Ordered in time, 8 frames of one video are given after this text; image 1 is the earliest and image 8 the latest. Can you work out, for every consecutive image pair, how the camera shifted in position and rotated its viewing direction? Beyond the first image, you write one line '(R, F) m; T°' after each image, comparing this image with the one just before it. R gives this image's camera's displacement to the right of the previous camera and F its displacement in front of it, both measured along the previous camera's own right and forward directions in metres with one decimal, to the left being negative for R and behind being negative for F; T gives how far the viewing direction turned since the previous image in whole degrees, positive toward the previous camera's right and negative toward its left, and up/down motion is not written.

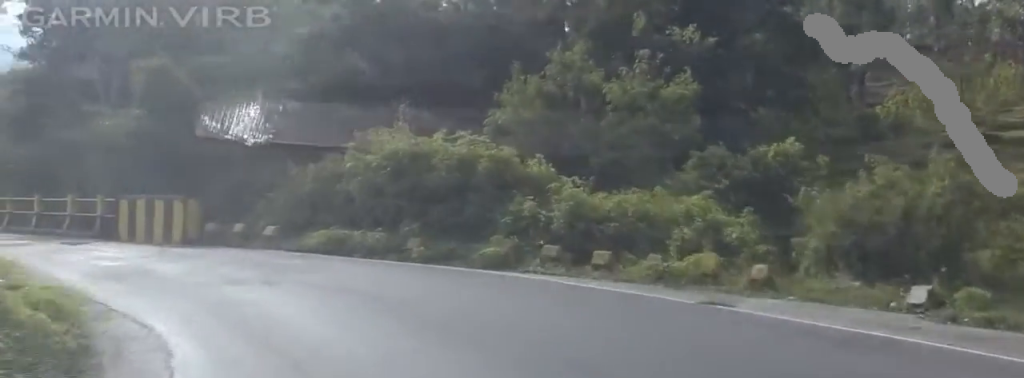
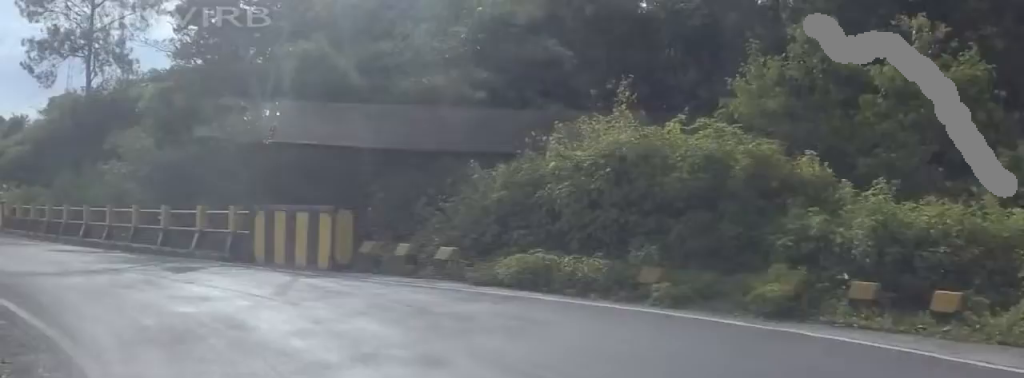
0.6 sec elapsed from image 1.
(-0.1, +6.6) m; -10°
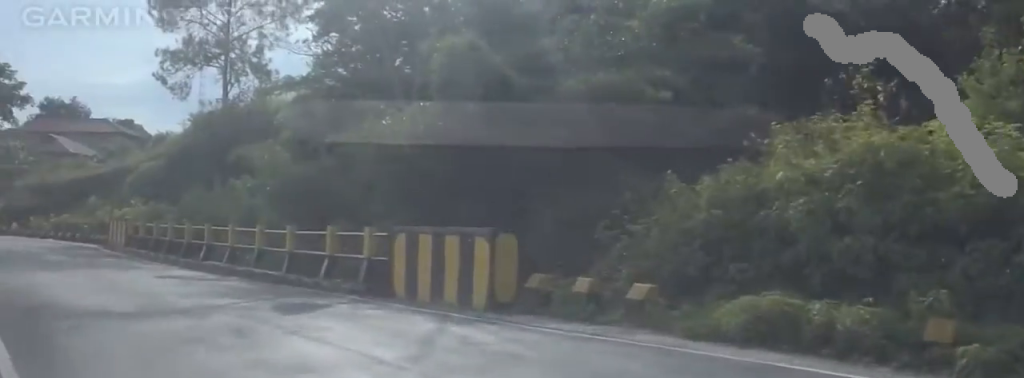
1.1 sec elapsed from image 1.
(-0.1, +4.3) m; -9°
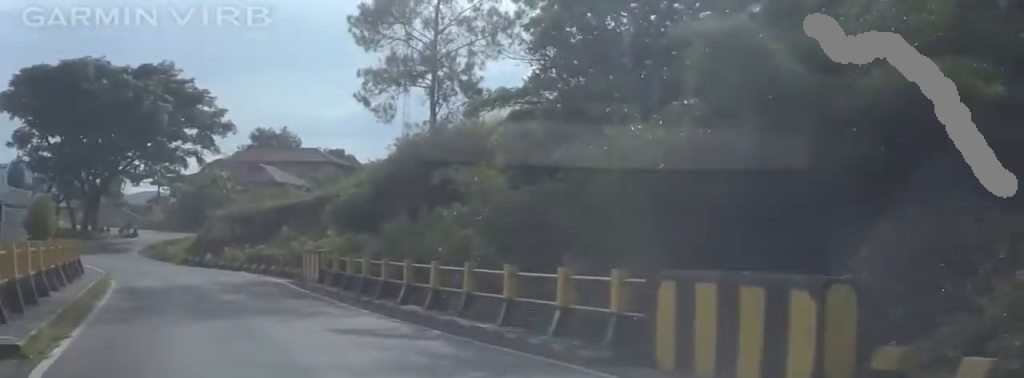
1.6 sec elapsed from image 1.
(-0.9, +5.5) m; -16°
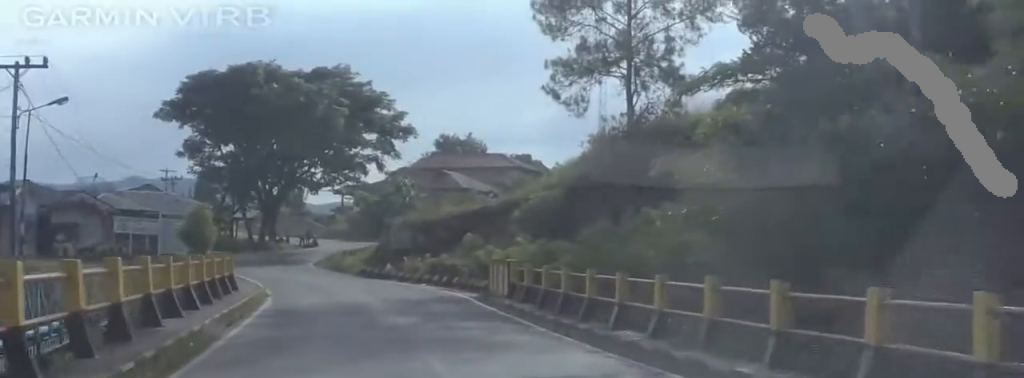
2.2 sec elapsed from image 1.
(-0.6, +4.9) m; -12°
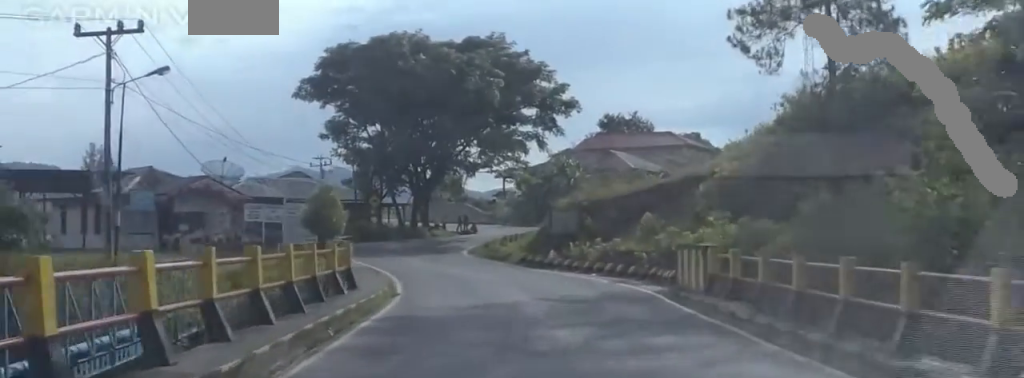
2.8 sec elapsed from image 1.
(-1.3, +6.2) m; -10°
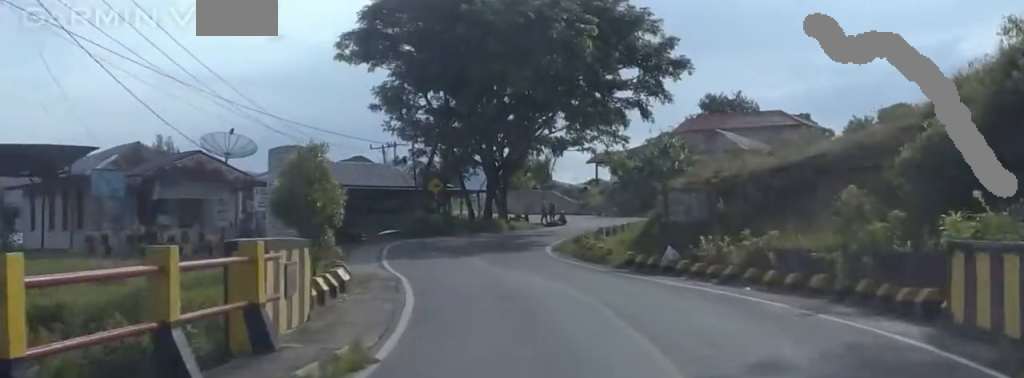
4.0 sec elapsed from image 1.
(-0.3, +11.6) m; -2°
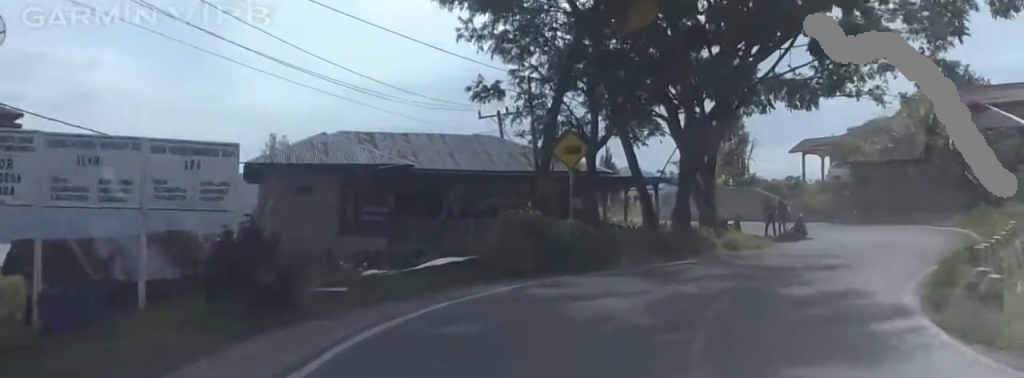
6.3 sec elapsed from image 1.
(+0.4, +22.9) m; +7°
